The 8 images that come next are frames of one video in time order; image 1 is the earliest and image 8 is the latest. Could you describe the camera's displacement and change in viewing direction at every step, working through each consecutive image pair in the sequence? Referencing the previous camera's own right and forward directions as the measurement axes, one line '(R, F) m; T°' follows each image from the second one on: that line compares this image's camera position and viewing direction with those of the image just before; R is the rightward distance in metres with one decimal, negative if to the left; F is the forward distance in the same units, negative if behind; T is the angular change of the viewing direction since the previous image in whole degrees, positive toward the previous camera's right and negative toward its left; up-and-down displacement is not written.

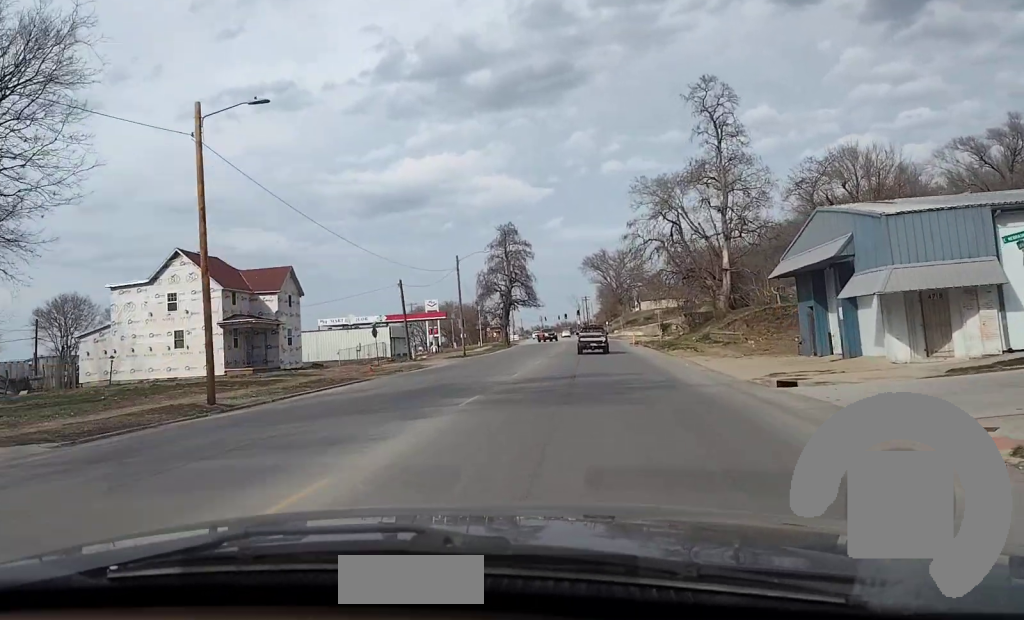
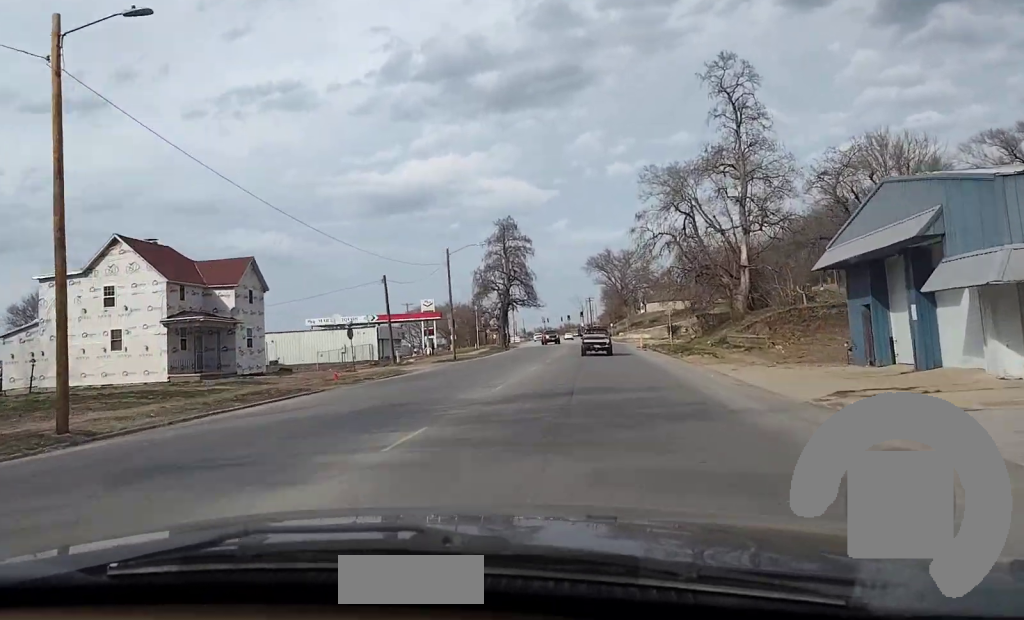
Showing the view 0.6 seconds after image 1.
(0.0, +7.9) m; 0°
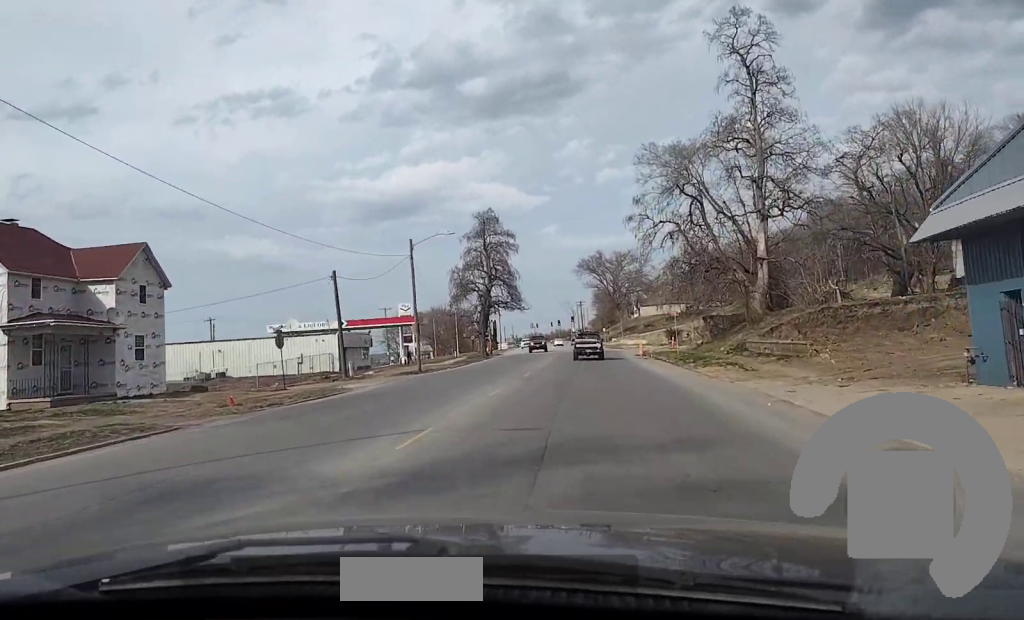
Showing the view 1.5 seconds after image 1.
(0.0, +10.7) m; 0°
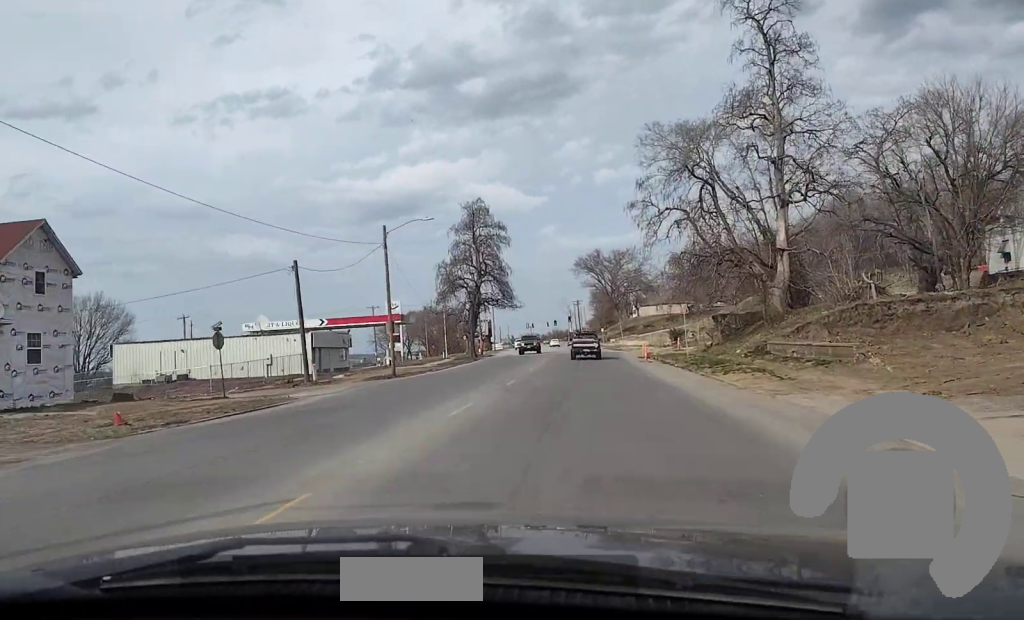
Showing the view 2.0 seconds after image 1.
(0.0, +6.6) m; 0°
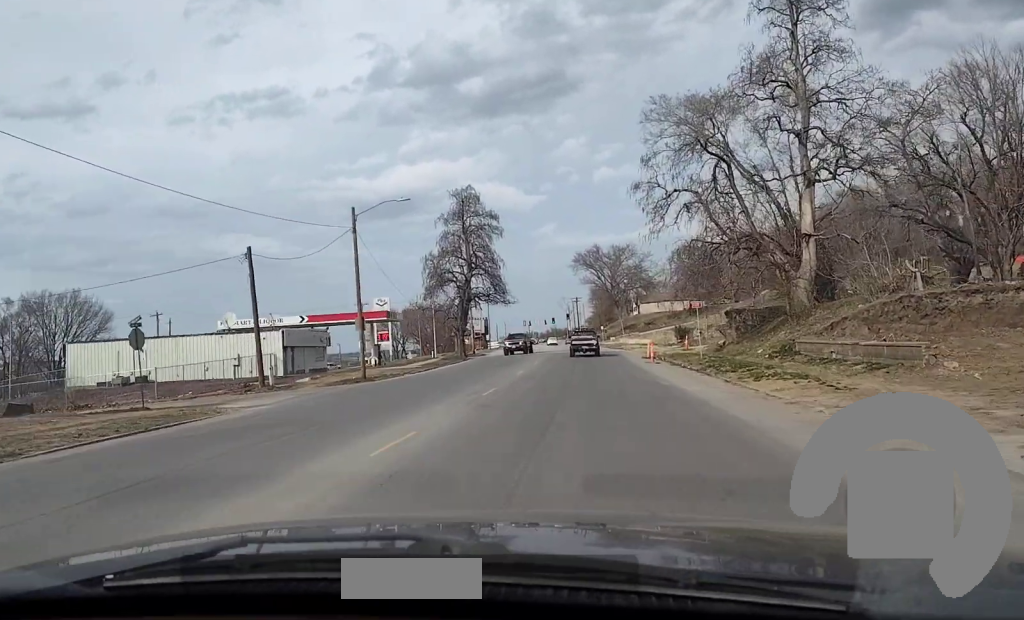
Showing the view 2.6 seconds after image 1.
(0.0, +6.5) m; 0°
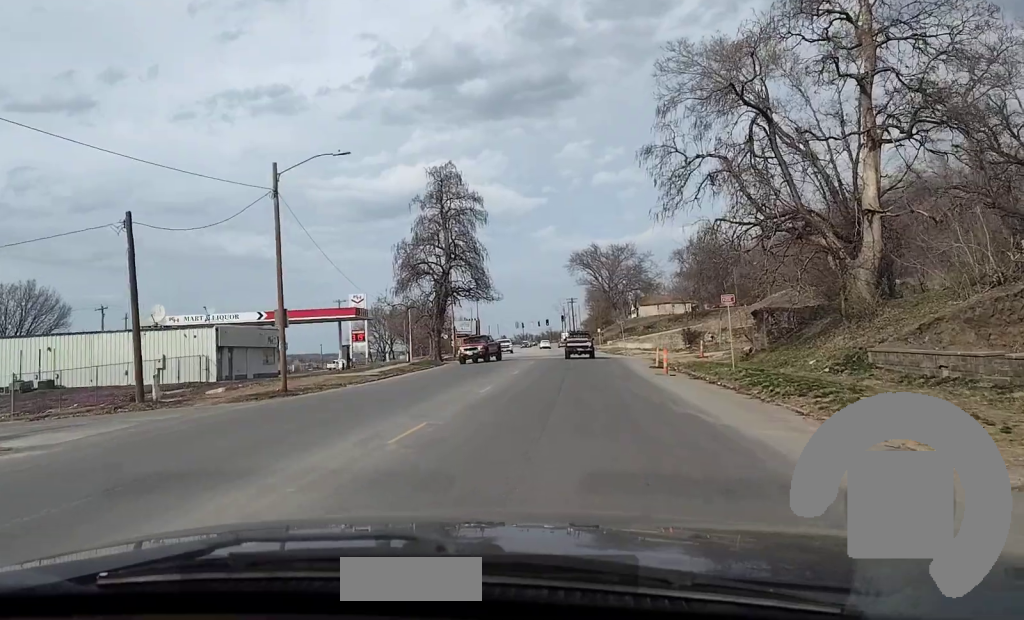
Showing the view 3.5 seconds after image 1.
(0.0, +10.6) m; 0°
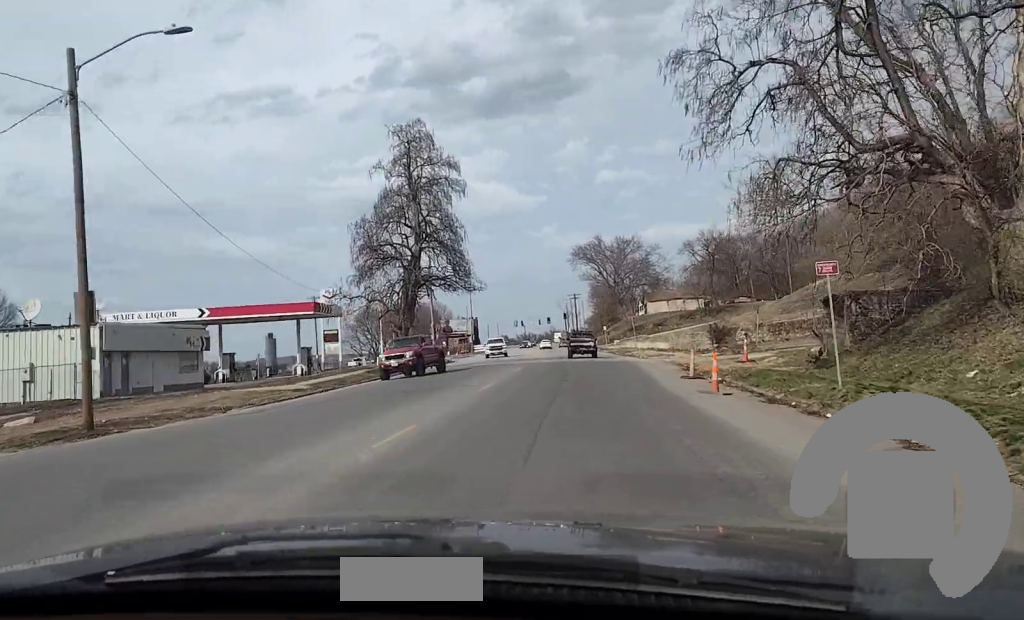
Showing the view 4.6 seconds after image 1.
(-0.1, +13.3) m; 0°
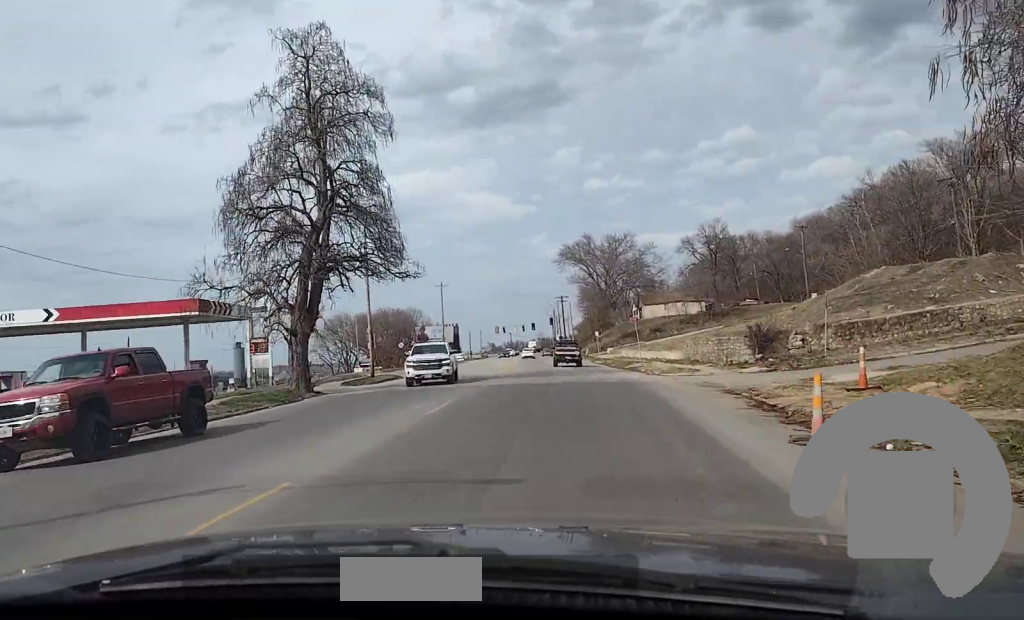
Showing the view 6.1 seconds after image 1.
(+0.2, +18.1) m; +1°
